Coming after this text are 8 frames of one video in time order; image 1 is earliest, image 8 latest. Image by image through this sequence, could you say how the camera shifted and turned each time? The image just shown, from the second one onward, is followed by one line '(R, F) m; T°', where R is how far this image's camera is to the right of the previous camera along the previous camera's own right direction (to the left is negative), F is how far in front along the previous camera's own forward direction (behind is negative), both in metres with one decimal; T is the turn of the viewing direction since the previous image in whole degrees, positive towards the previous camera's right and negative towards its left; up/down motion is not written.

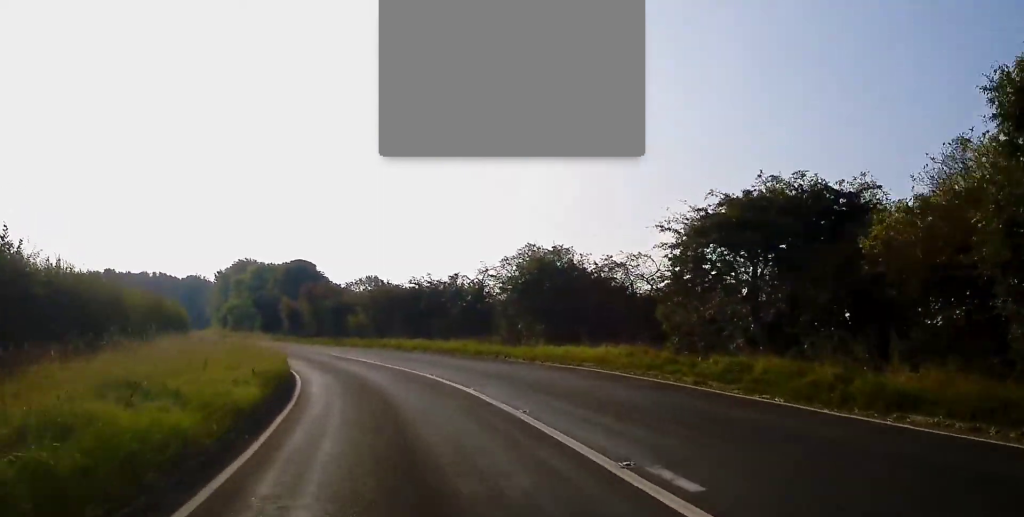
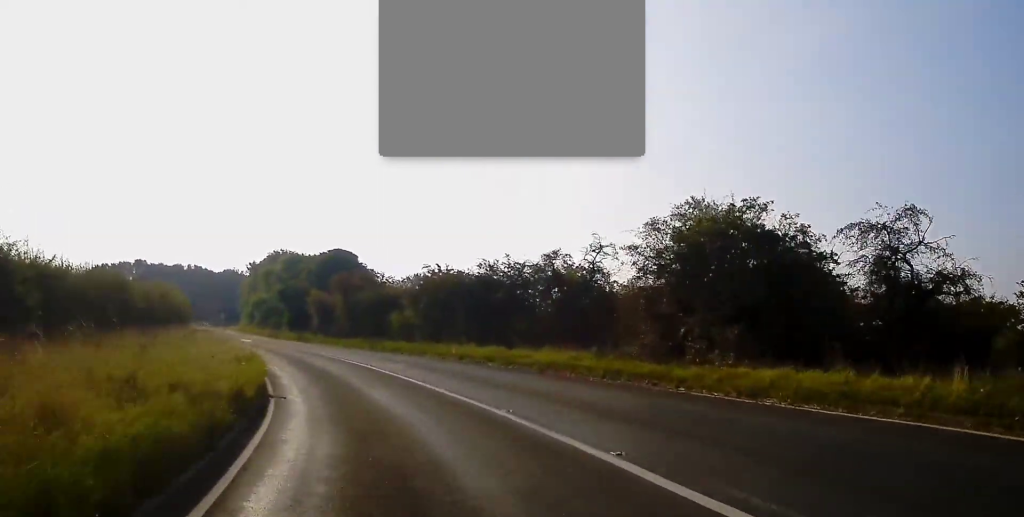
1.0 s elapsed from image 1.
(-0.1, +12.8) m; -3°
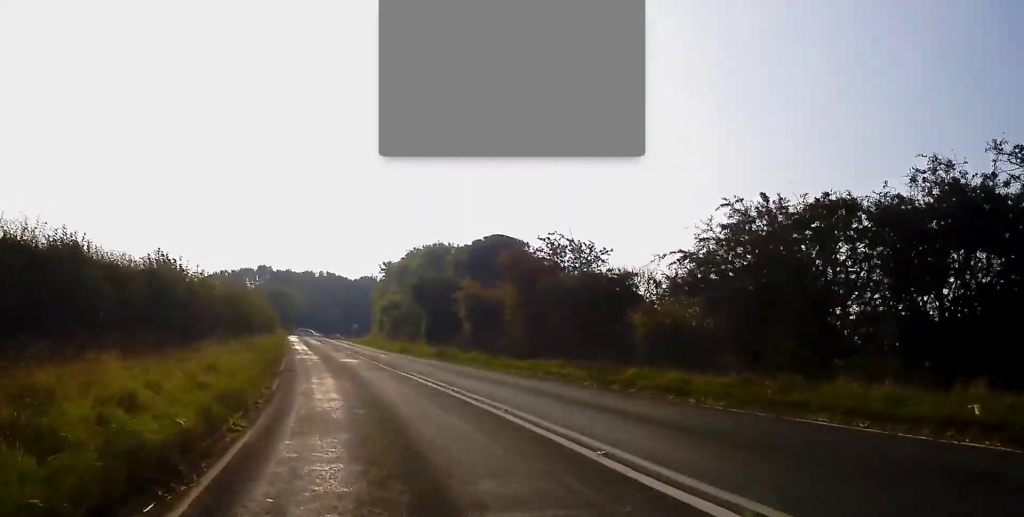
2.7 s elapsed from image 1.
(-1.6, +21.8) m; -9°
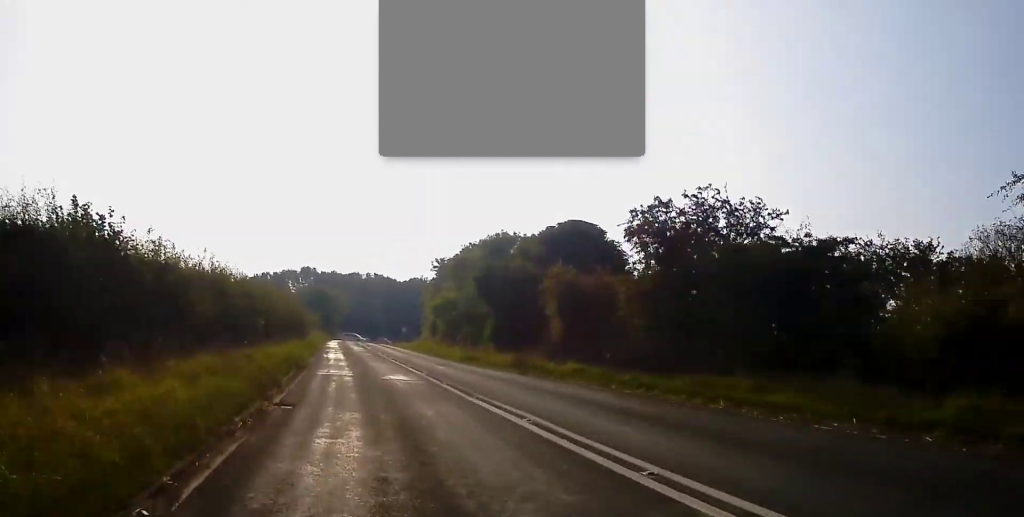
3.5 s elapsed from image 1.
(-0.2, +9.8) m; -4°
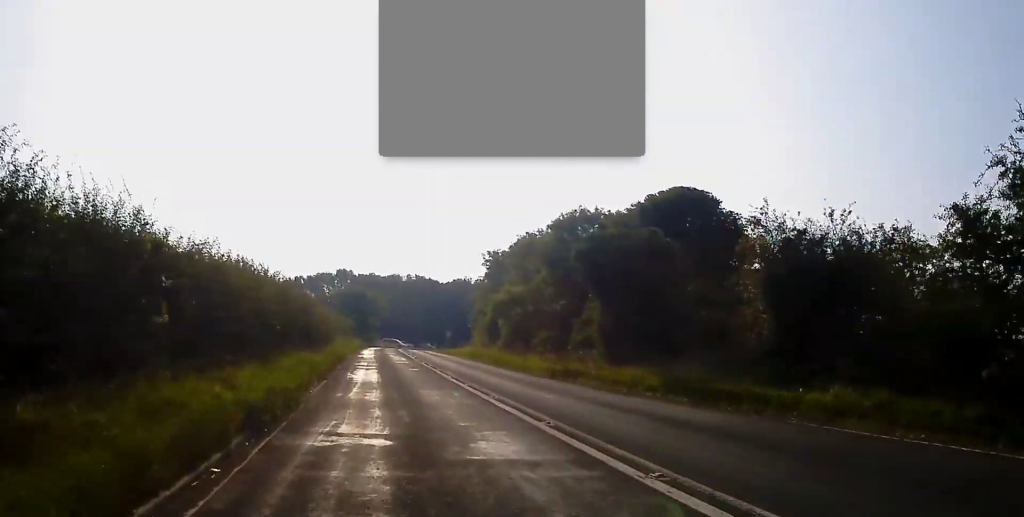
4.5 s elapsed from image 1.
(-0.9, +13.3) m; -2°
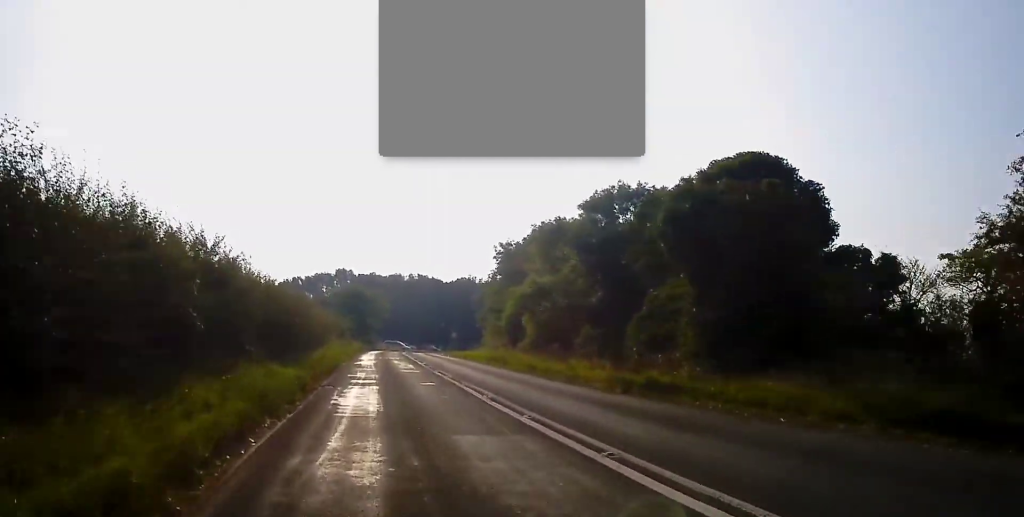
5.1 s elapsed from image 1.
(+0.3, +8.2) m; 0°
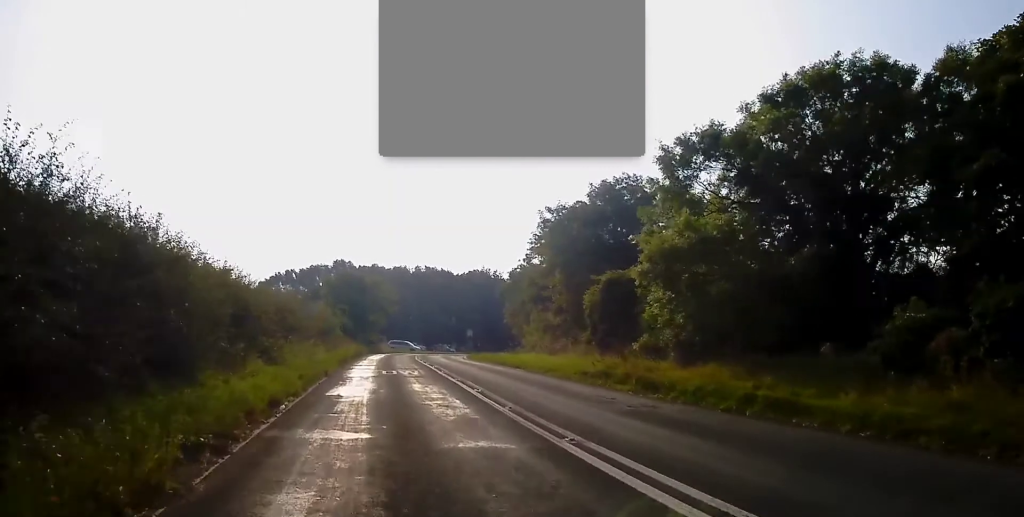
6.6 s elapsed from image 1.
(-0.5, +20.6) m; -1°
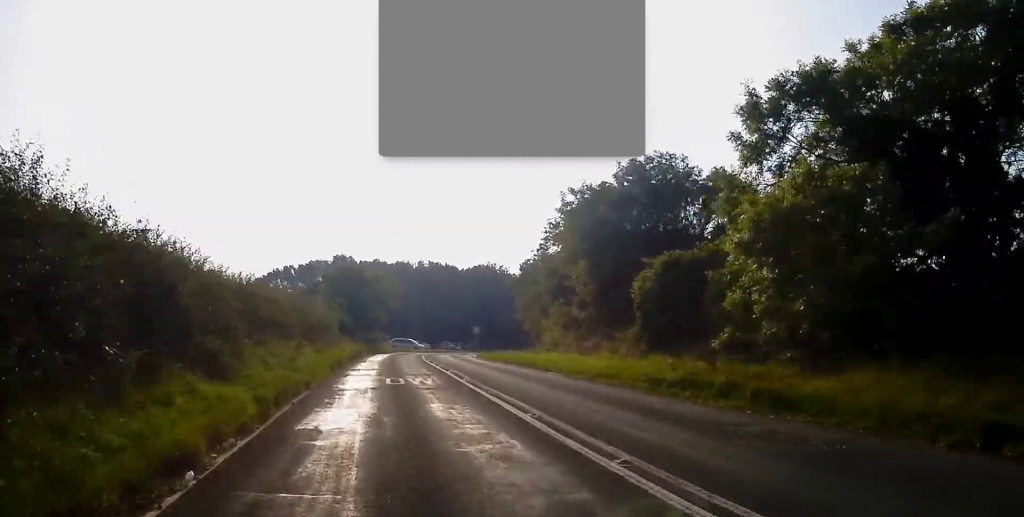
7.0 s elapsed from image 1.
(+0.2, +6.2) m; 0°
